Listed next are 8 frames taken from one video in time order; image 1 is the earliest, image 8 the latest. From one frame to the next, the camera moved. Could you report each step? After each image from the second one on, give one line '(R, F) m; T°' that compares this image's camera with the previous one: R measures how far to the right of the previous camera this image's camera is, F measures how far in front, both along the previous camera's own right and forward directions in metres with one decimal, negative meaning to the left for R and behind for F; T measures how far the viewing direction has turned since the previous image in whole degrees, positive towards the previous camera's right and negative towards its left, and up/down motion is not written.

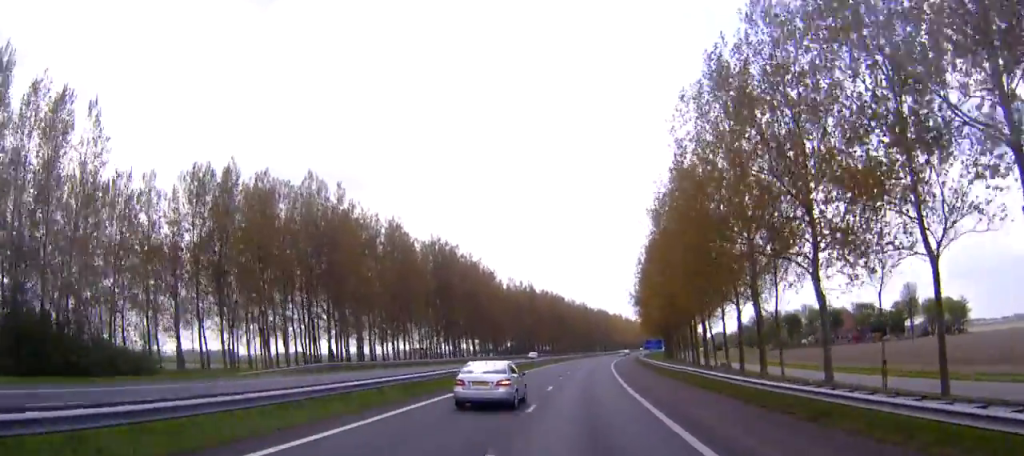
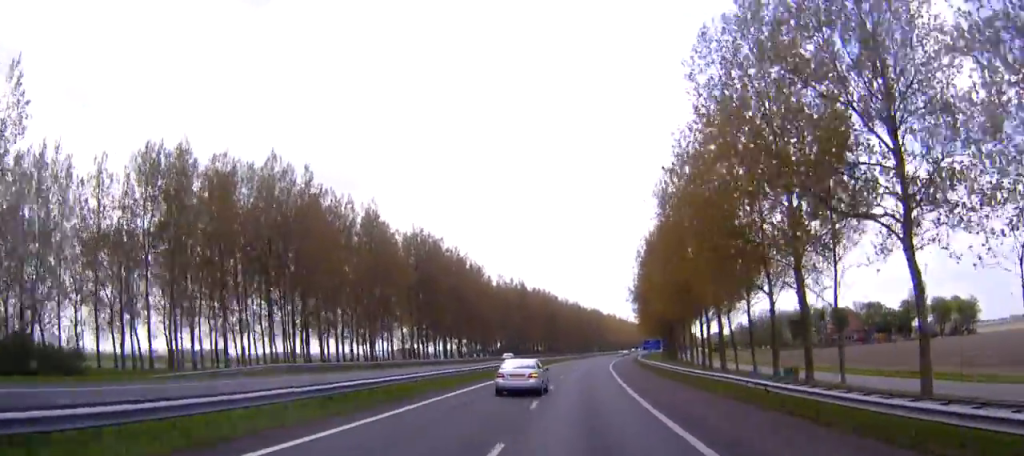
(0.0, +10.4) m; 0°
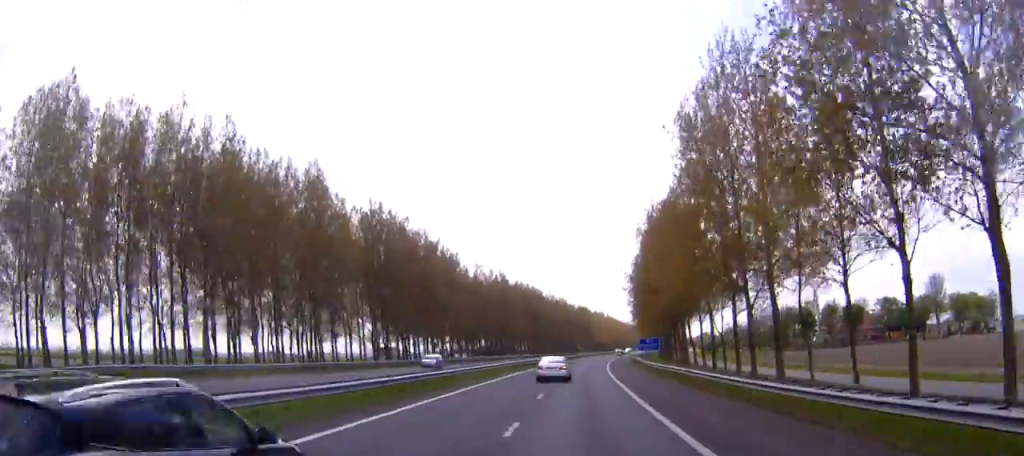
(+0.1, +19.1) m; +1°
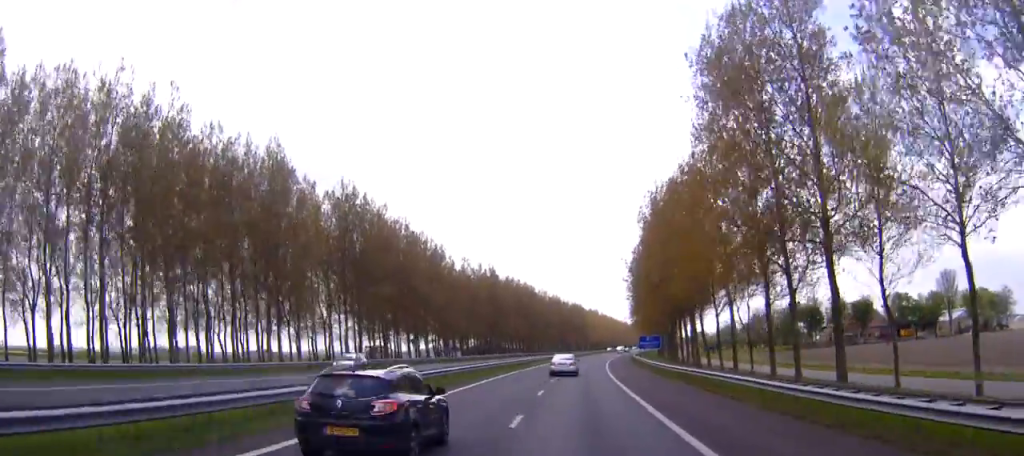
(+0.2, +10.2) m; +1°
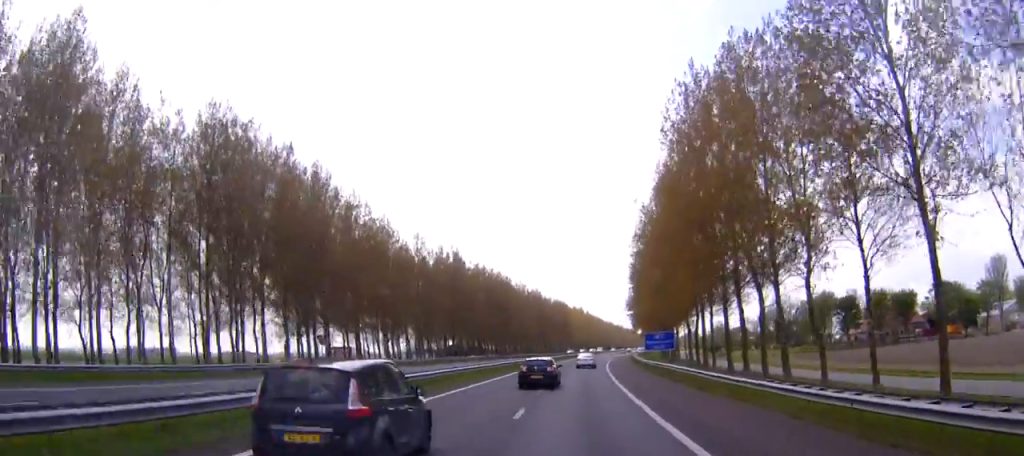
(+0.6, +33.0) m; +2°
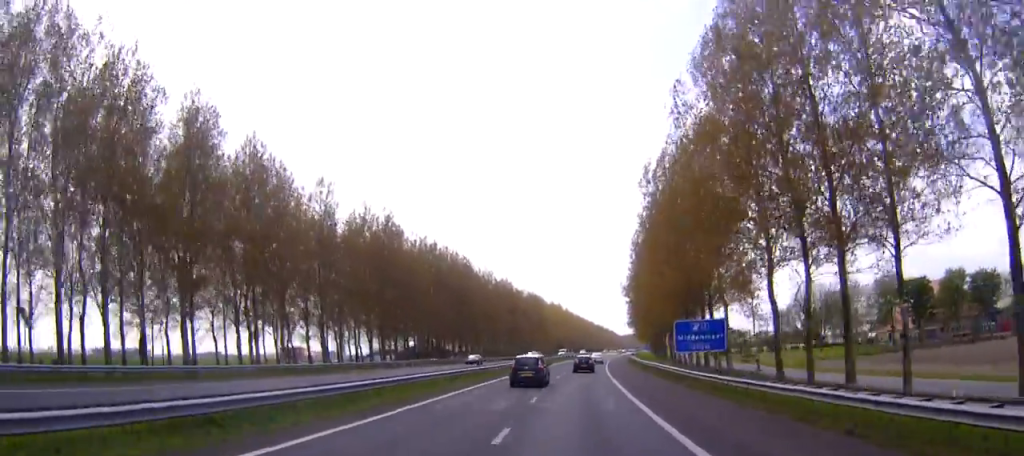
(+0.3, +40.4) m; +2°
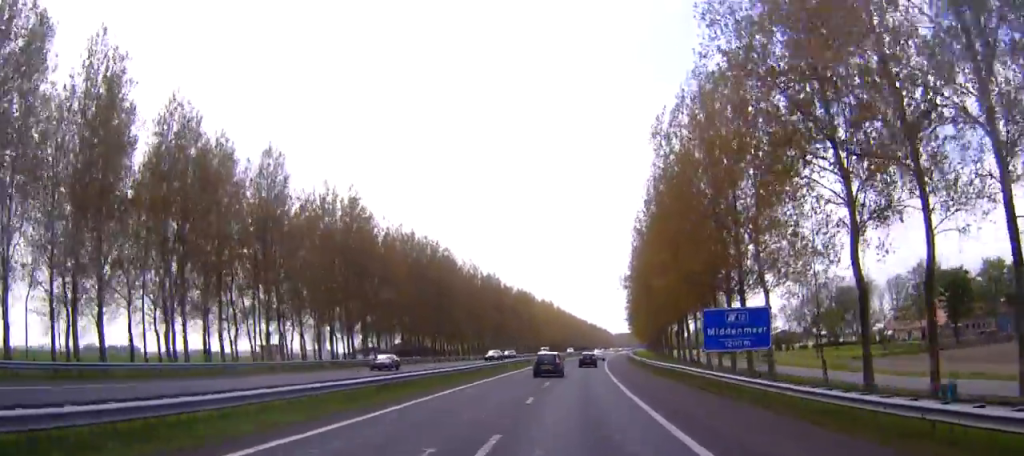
(+0.2, +13.9) m; +1°
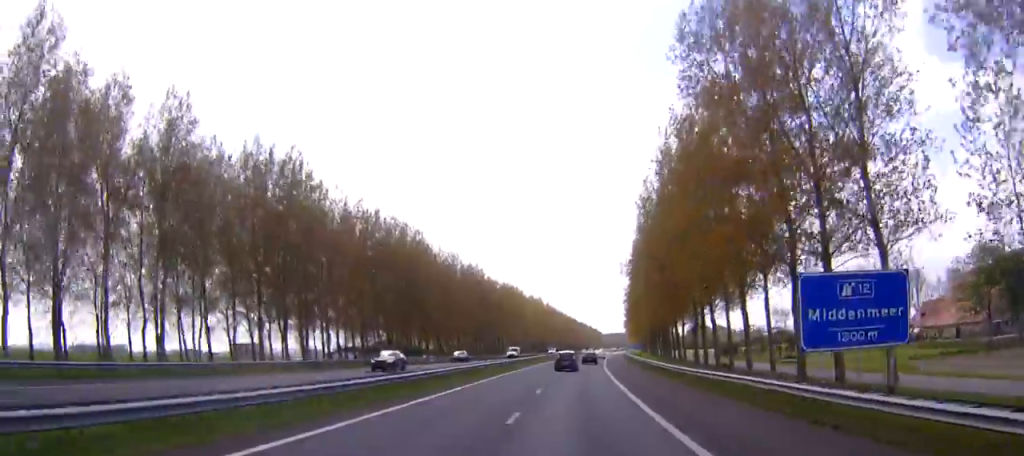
(+0.2, +18.3) m; +1°
